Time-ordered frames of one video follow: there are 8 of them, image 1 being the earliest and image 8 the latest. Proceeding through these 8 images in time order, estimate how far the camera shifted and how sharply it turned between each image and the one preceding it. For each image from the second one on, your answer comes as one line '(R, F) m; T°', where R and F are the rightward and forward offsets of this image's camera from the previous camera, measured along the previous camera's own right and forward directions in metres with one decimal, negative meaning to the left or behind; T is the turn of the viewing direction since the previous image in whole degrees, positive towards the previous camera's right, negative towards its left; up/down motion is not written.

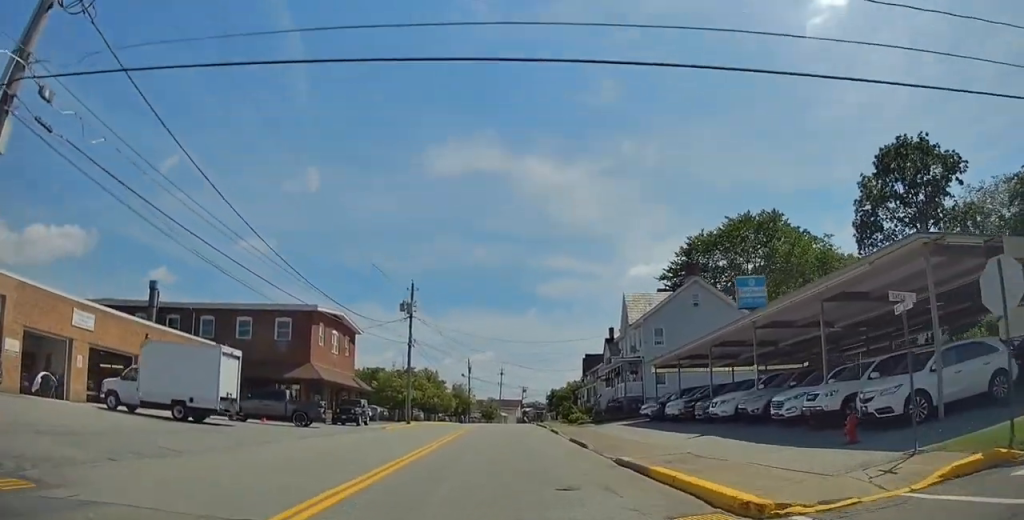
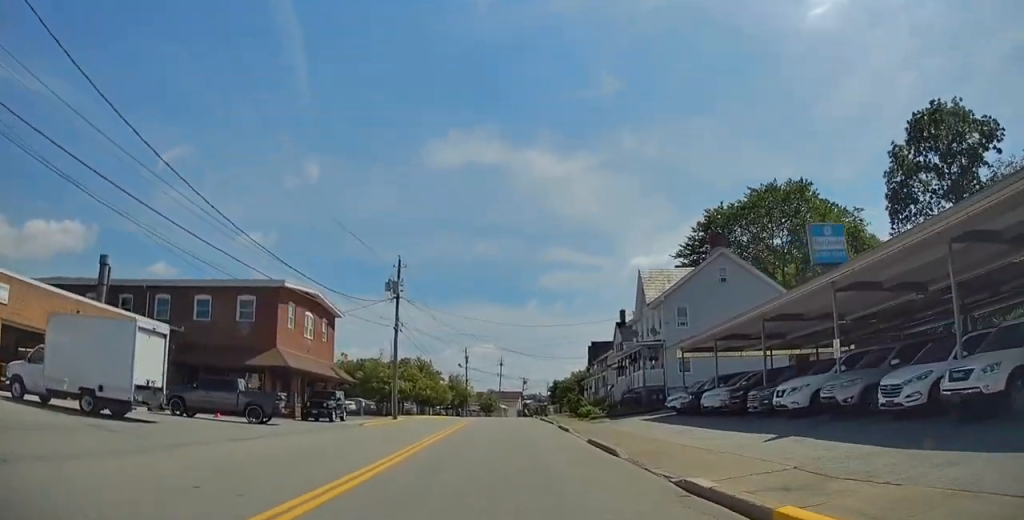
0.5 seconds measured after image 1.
(0.0, +6.3) m; -1°
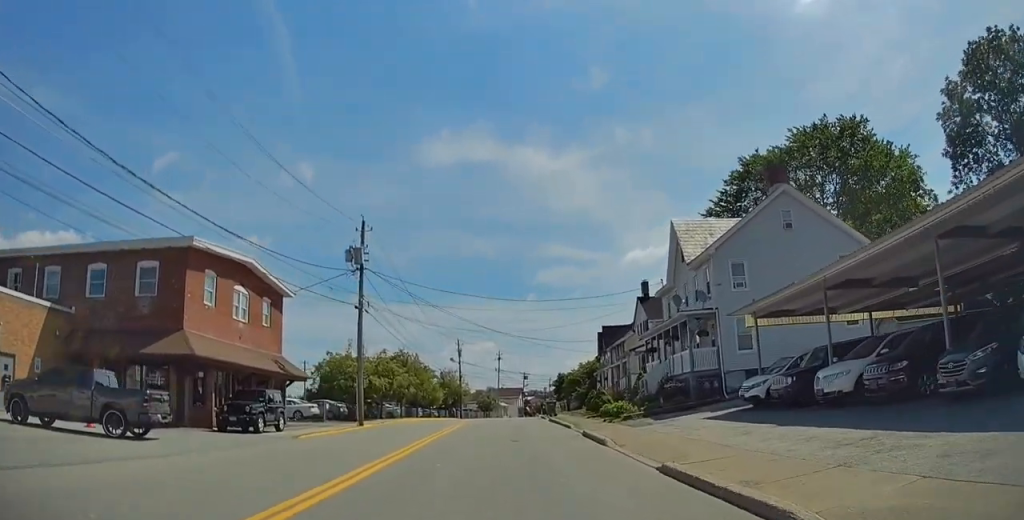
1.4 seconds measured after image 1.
(-0.2, +10.8) m; -1°
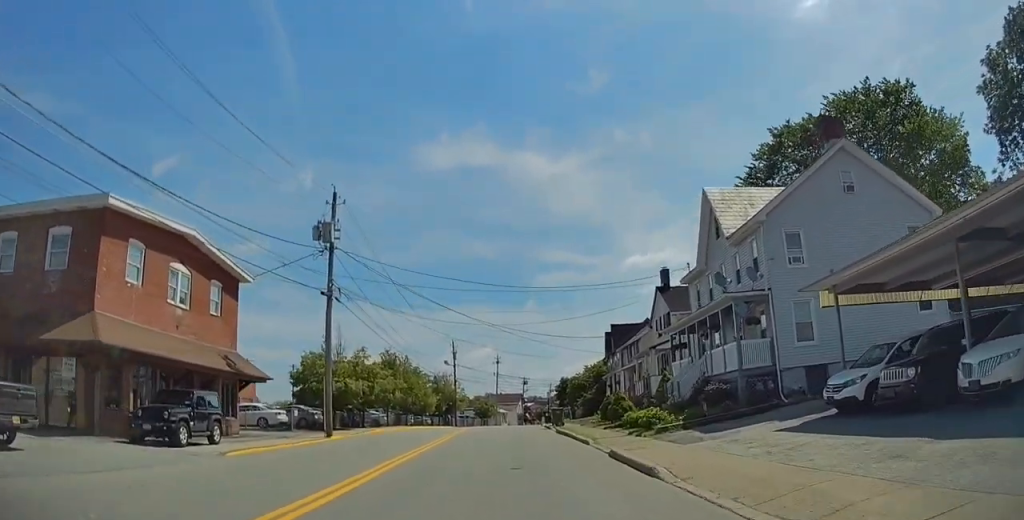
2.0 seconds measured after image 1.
(-0.3, +6.6) m; 0°
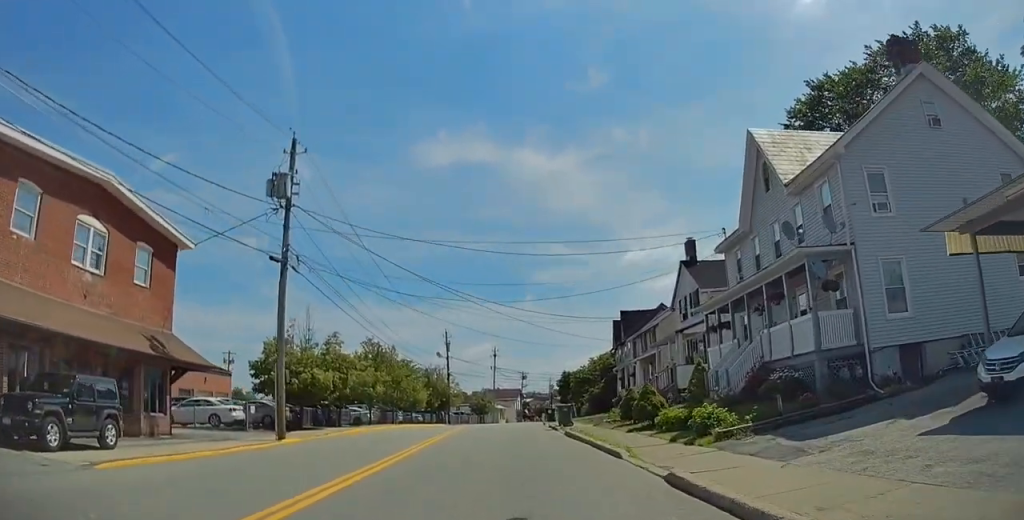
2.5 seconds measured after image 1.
(+0.2, +6.2) m; 0°
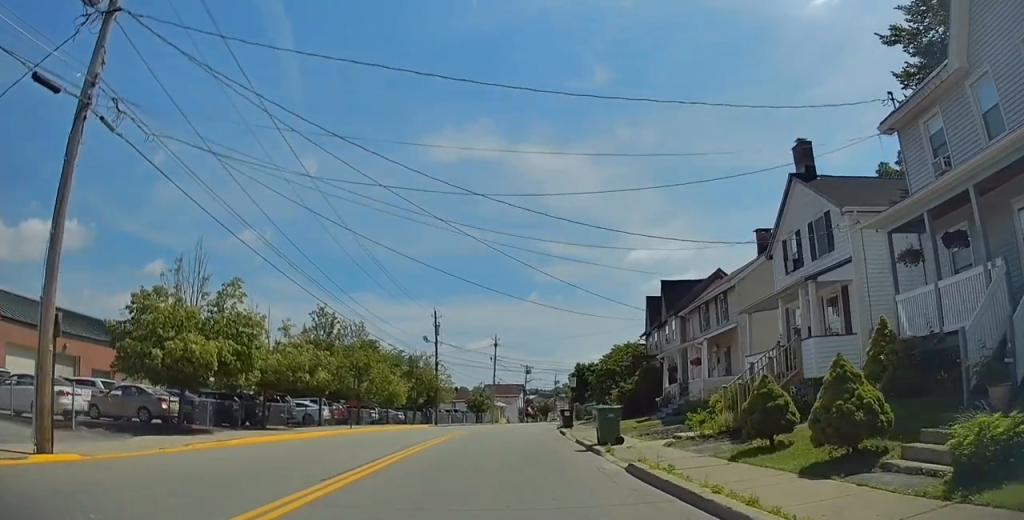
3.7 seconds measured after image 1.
(+0.1, +13.7) m; +1°
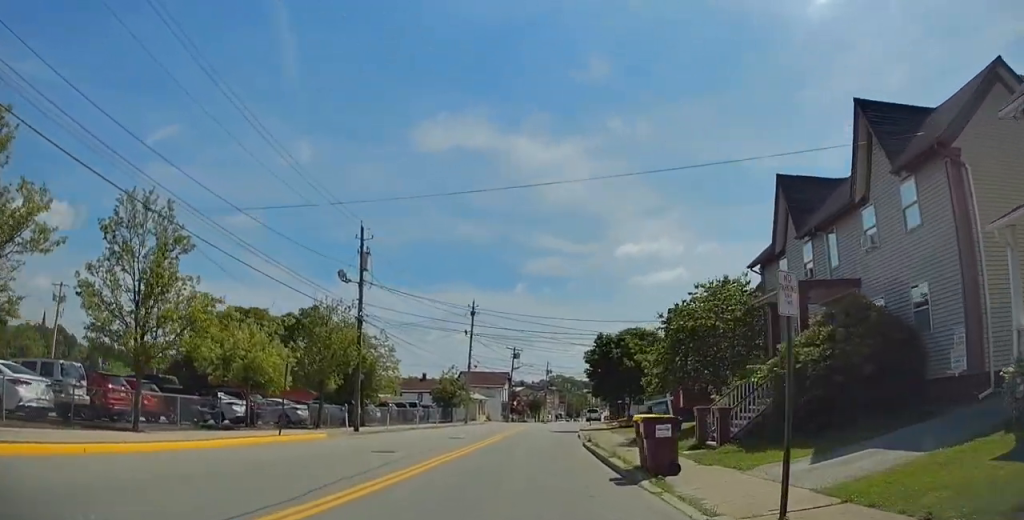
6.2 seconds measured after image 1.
(+0.6, +26.5) m; +2°
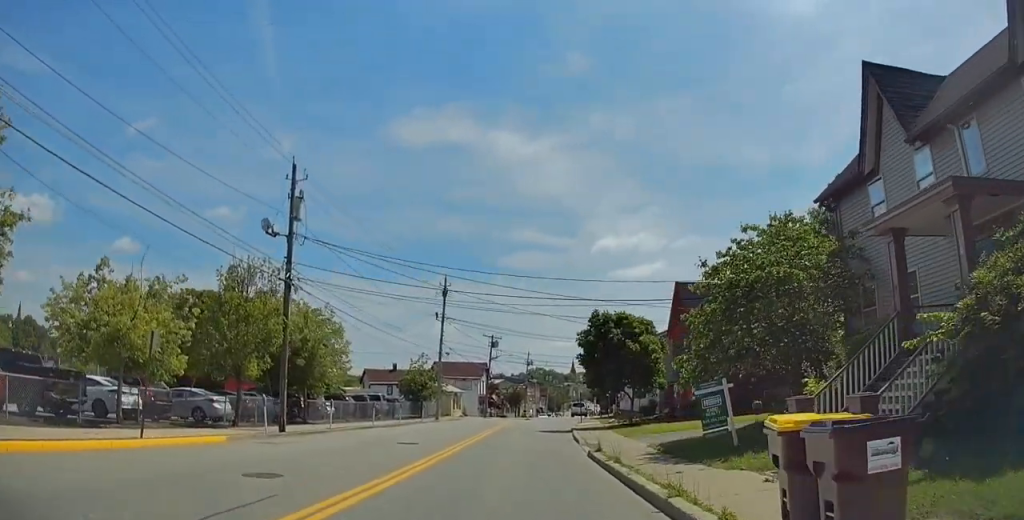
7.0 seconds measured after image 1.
(+0.1, +8.3) m; +2°
